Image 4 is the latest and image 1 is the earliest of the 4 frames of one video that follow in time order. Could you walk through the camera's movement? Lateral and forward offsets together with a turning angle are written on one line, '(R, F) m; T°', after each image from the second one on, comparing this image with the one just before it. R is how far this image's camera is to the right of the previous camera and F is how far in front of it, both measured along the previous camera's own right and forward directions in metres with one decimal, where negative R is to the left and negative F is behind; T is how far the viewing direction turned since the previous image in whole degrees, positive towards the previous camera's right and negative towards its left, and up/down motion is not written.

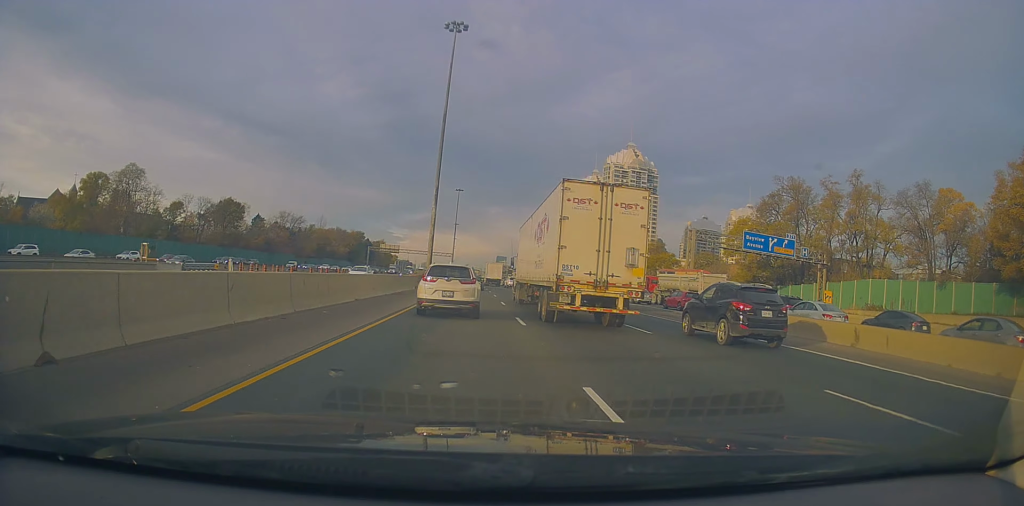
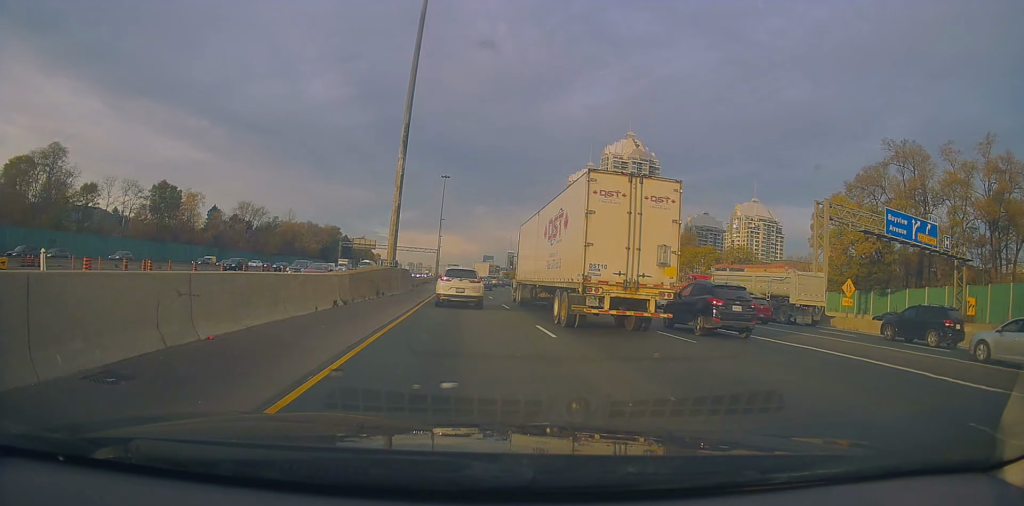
(-0.9, +25.9) m; -3°
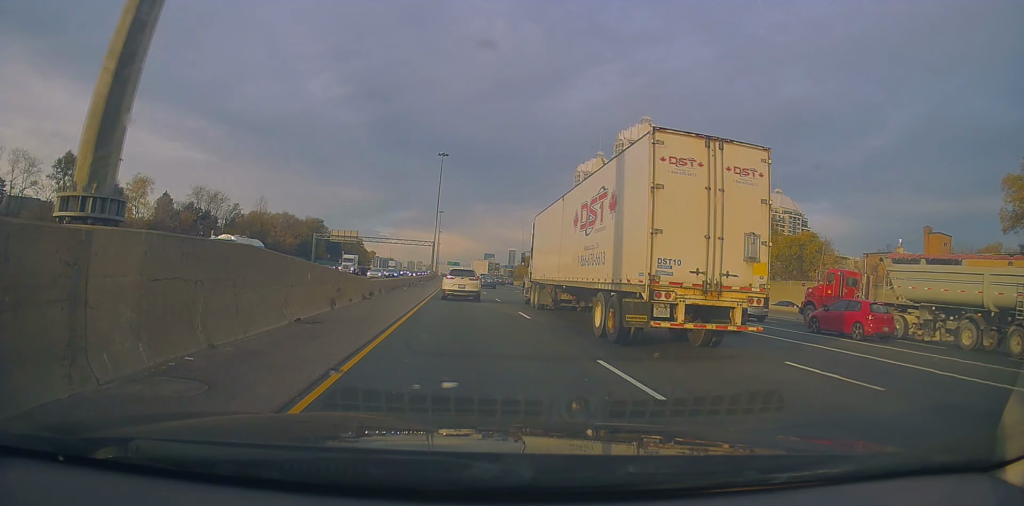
(+1.1, +29.4) m; +4°
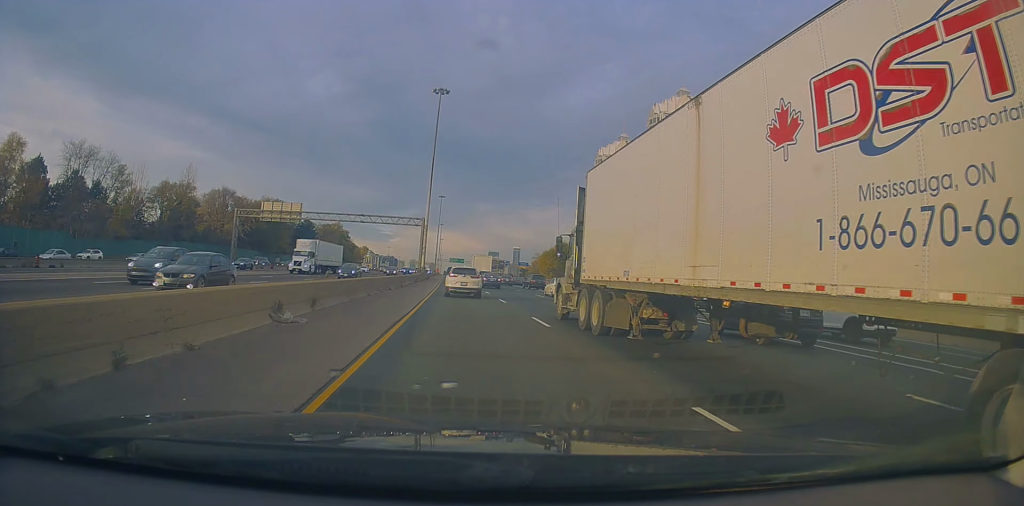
(-1.2, +49.8) m; -2°
